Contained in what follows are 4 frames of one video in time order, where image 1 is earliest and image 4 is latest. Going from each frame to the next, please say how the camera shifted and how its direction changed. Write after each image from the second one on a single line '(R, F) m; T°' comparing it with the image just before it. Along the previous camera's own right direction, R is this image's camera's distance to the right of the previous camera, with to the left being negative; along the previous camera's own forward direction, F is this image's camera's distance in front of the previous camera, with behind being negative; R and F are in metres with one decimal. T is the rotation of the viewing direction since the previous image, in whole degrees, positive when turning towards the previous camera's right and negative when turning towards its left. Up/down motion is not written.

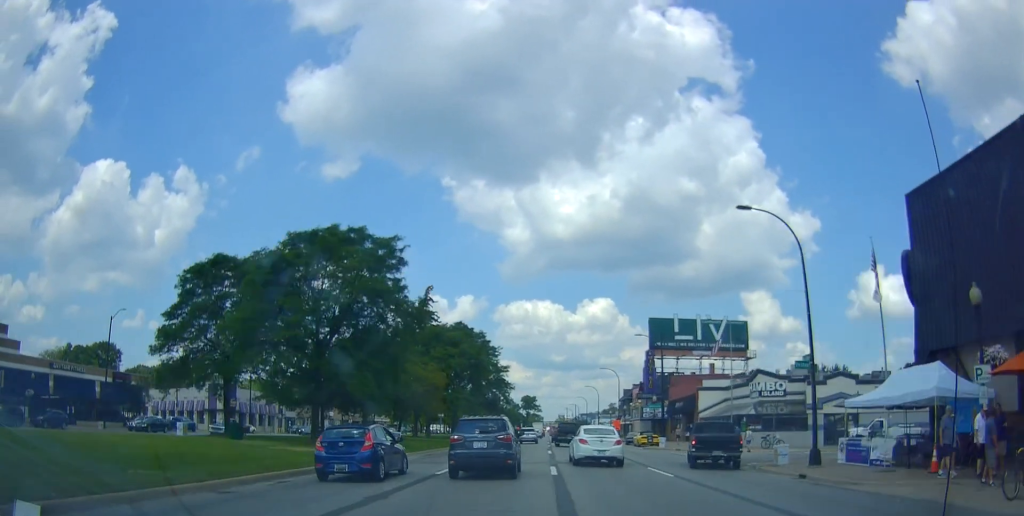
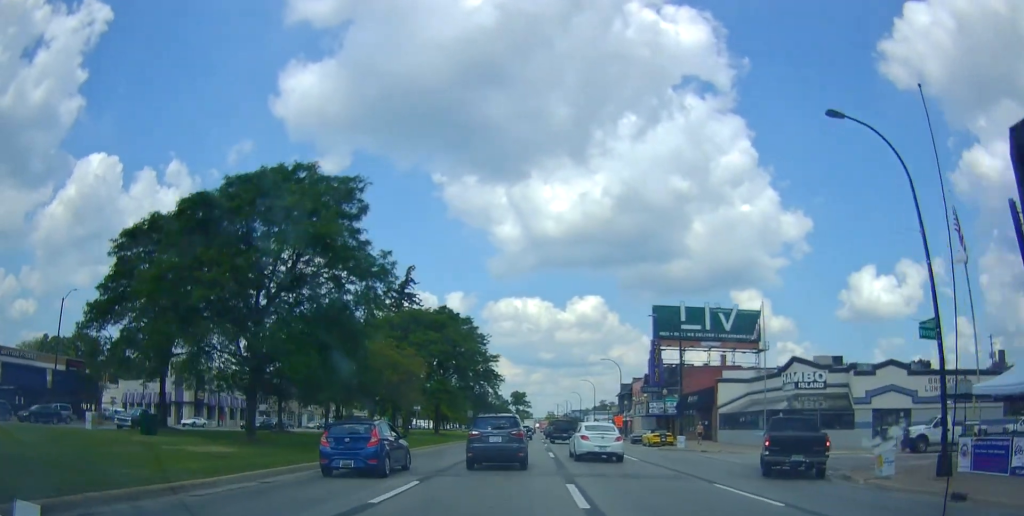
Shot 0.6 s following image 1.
(-0.1, +7.8) m; -1°
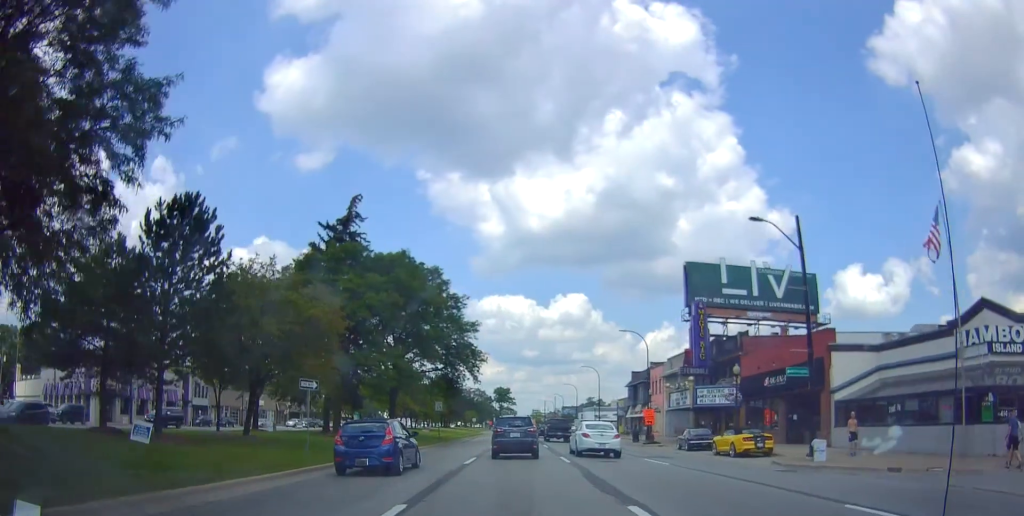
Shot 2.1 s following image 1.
(0.0, +20.1) m; 0°
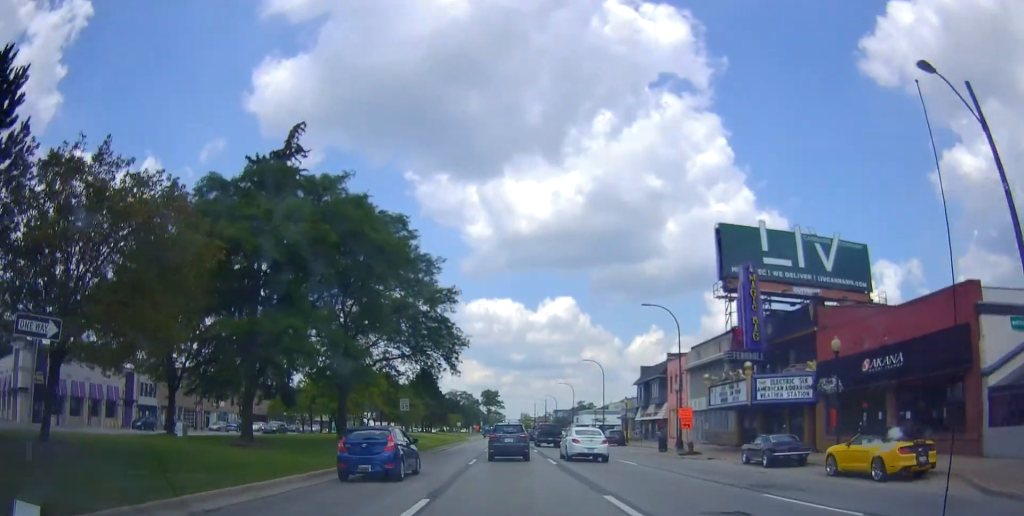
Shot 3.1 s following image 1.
(0.0, +12.7) m; +1°
